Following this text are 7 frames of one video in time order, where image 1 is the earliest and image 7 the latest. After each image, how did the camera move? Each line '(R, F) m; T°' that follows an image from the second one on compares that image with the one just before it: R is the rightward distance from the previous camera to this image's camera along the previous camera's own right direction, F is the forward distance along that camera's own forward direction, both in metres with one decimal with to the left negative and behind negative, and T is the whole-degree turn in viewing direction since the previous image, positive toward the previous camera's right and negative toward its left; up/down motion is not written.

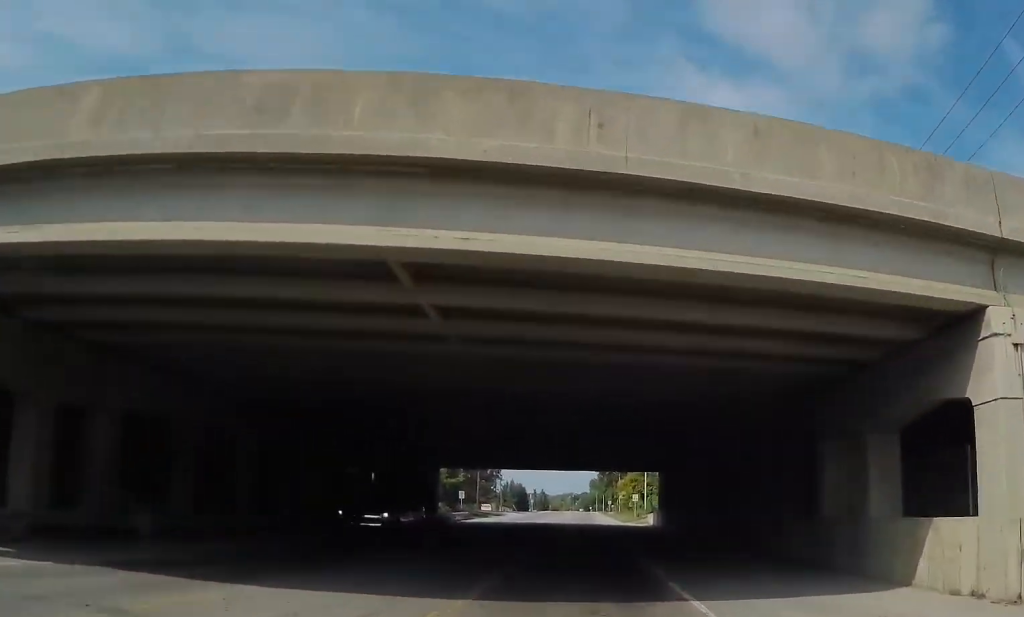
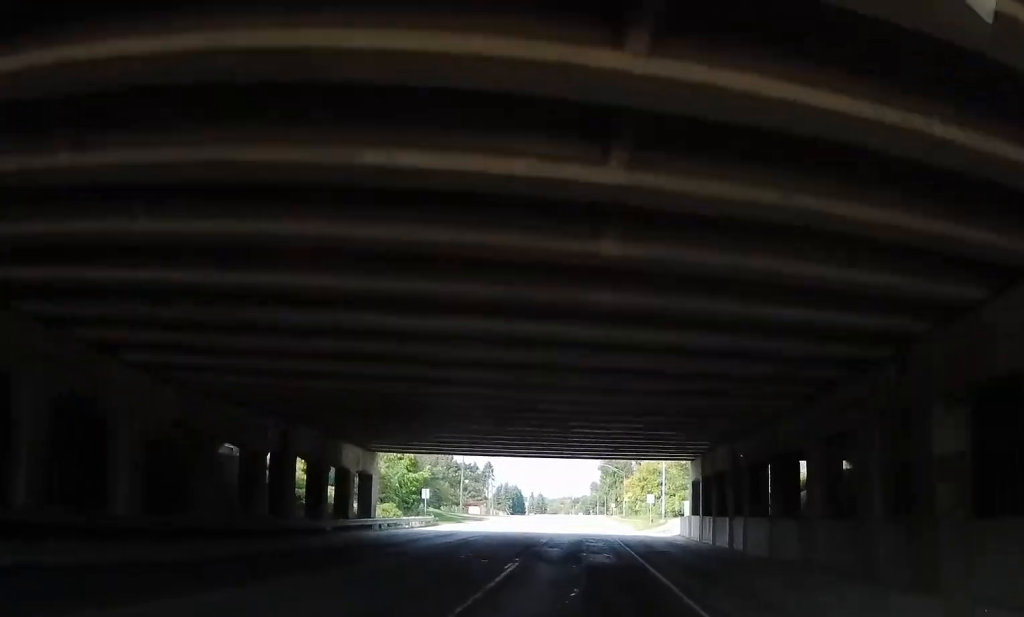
(+0.6, +18.4) m; +2°
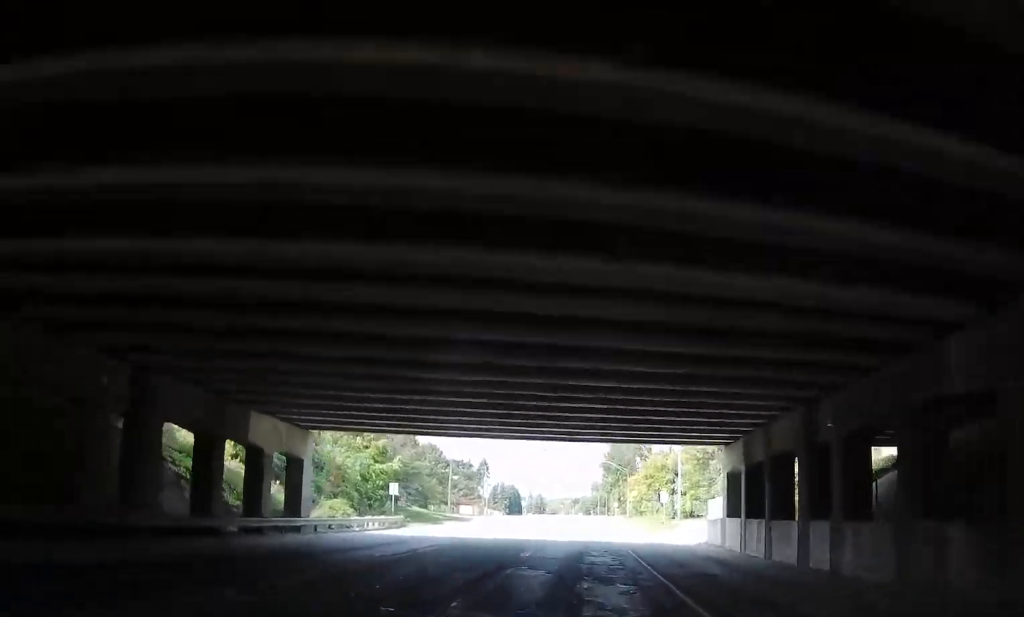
(+0.1, +10.6) m; +1°
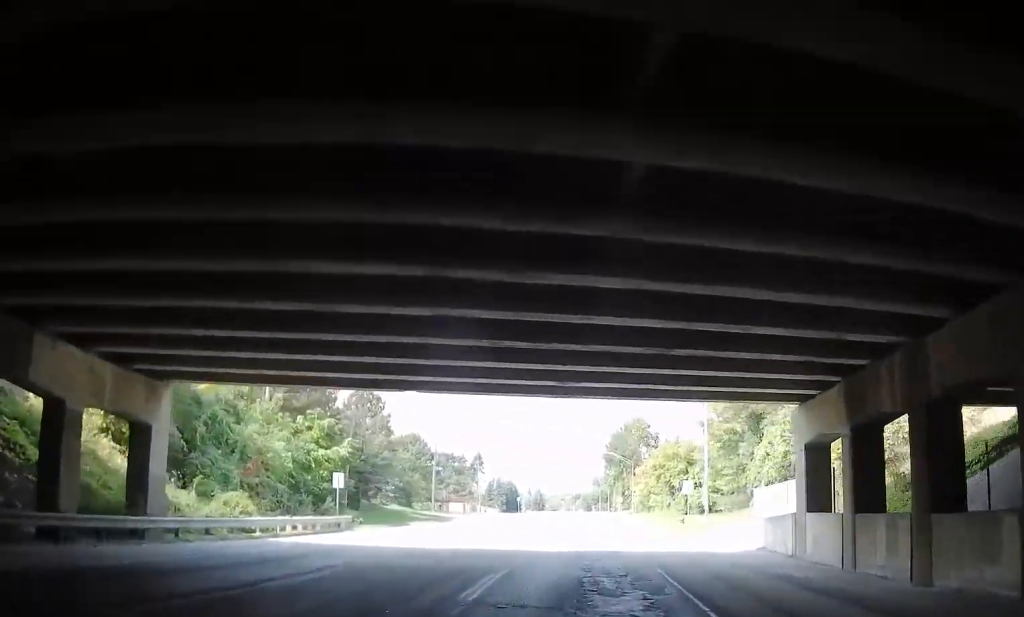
(0.0, +11.9) m; 0°
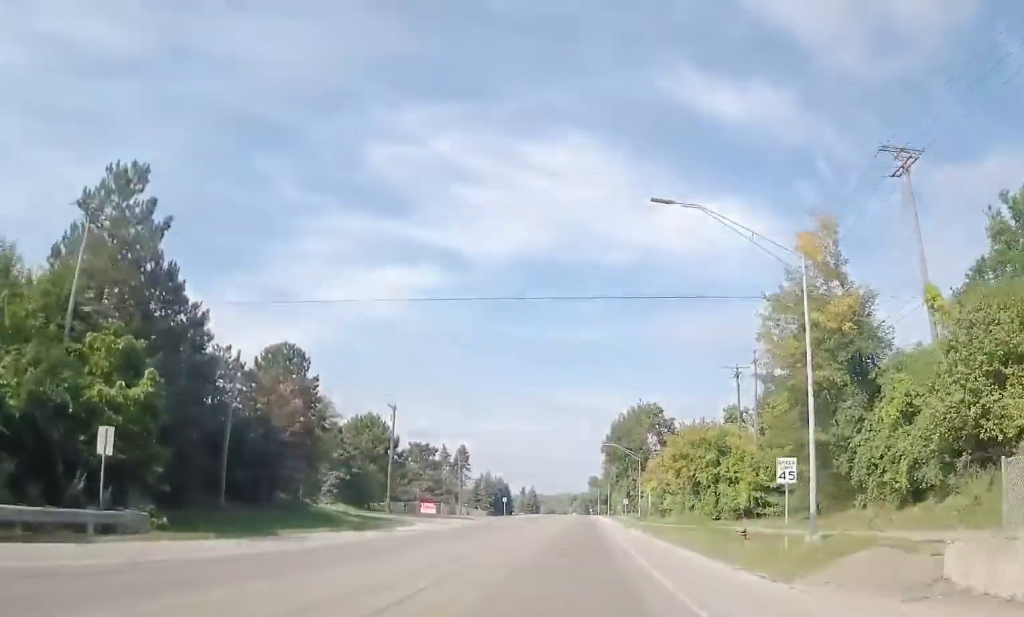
(0.0, +20.6) m; 0°
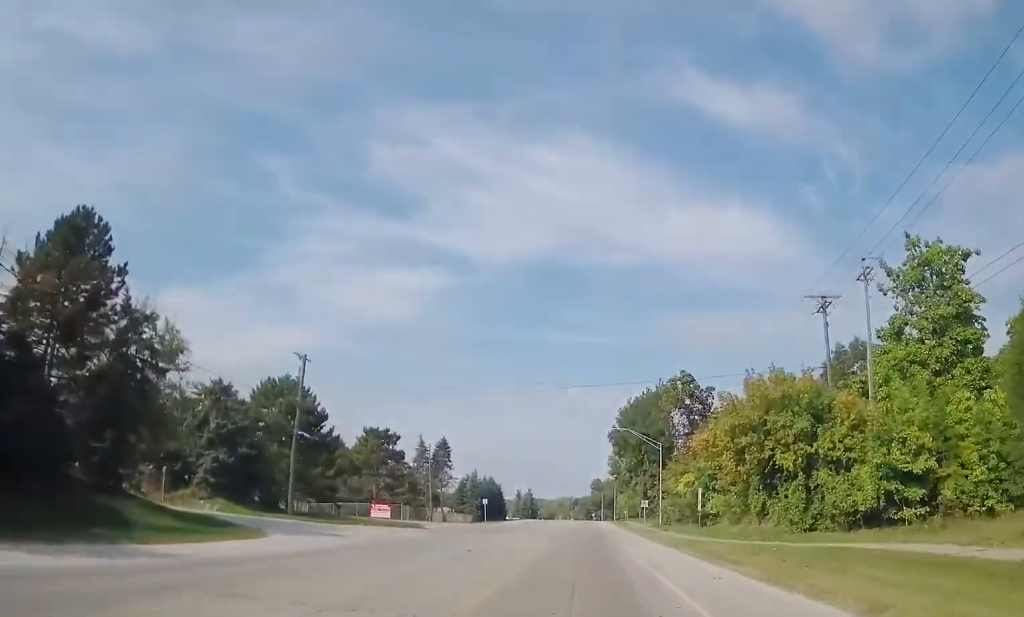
(+0.2, +25.8) m; +2°
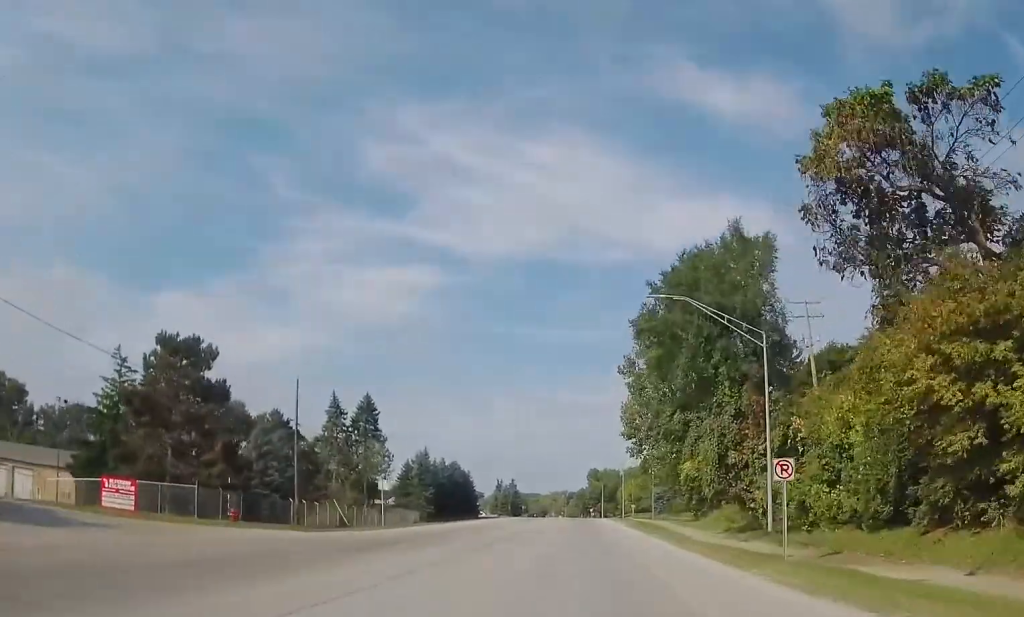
(+0.5, +46.8) m; 0°
